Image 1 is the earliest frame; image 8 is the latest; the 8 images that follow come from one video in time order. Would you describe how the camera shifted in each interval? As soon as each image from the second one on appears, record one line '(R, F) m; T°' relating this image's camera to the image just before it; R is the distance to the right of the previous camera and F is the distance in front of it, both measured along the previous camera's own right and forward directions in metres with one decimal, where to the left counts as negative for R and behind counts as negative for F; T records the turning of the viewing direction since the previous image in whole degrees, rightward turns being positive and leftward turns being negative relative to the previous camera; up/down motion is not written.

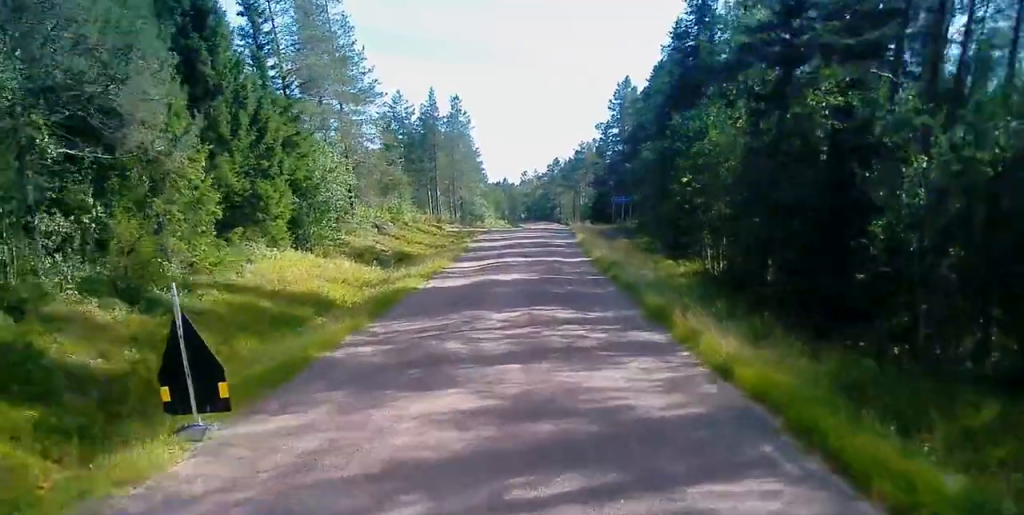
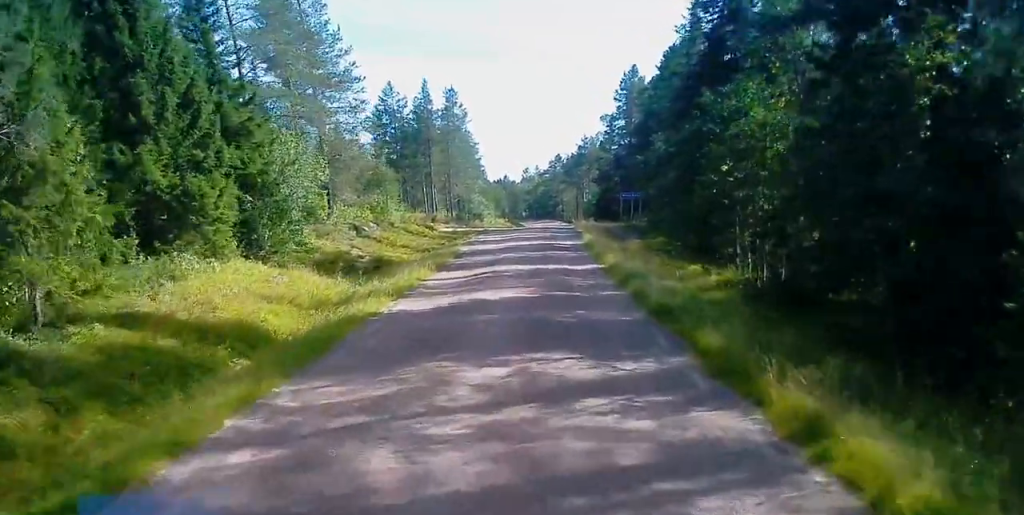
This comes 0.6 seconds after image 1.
(0.0, +6.1) m; 0°
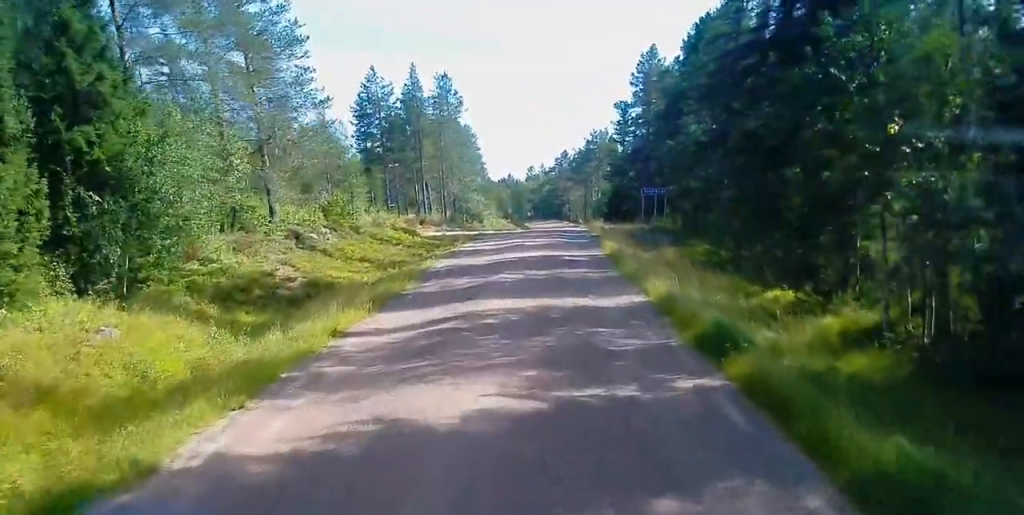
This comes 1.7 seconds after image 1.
(0.0, +11.0) m; 0°
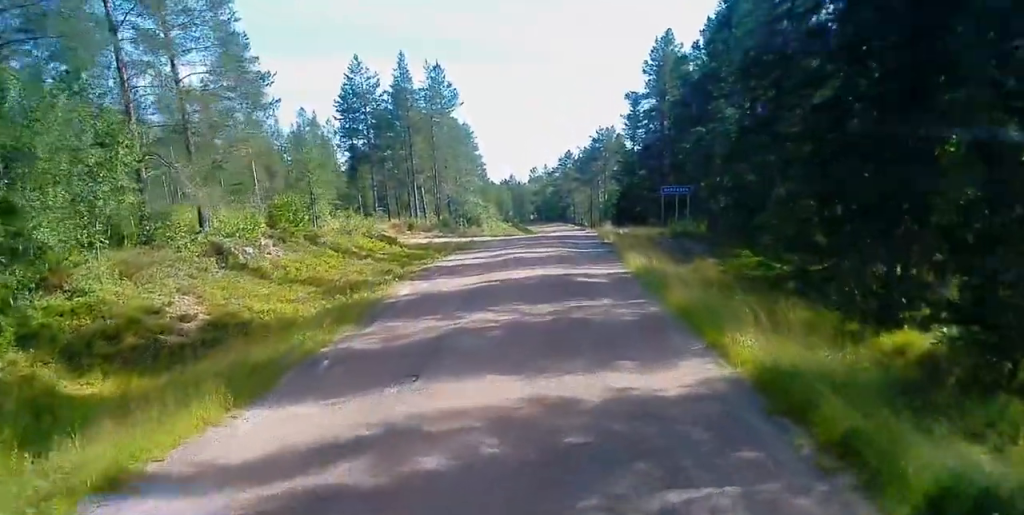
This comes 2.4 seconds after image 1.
(0.0, +8.1) m; 0°
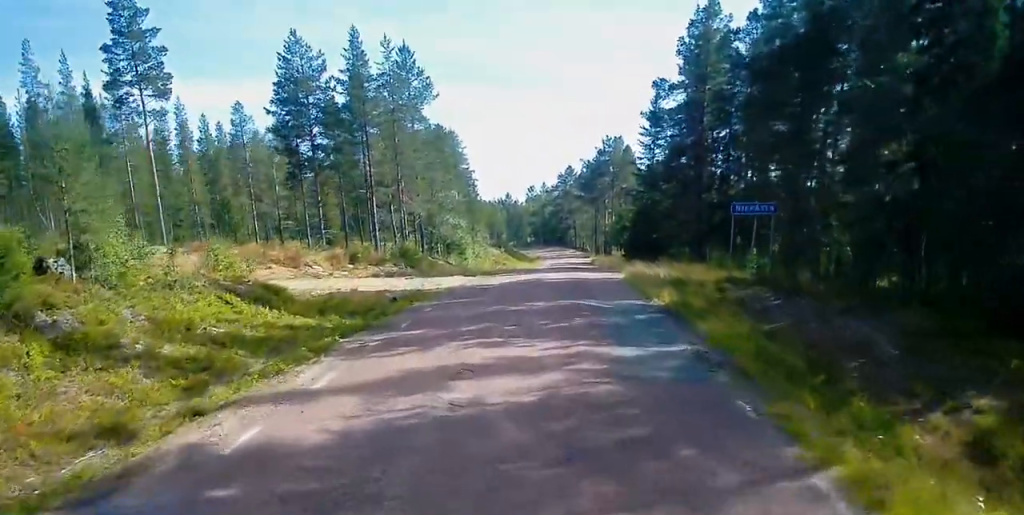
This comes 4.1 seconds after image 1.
(-0.1, +19.2) m; -1°
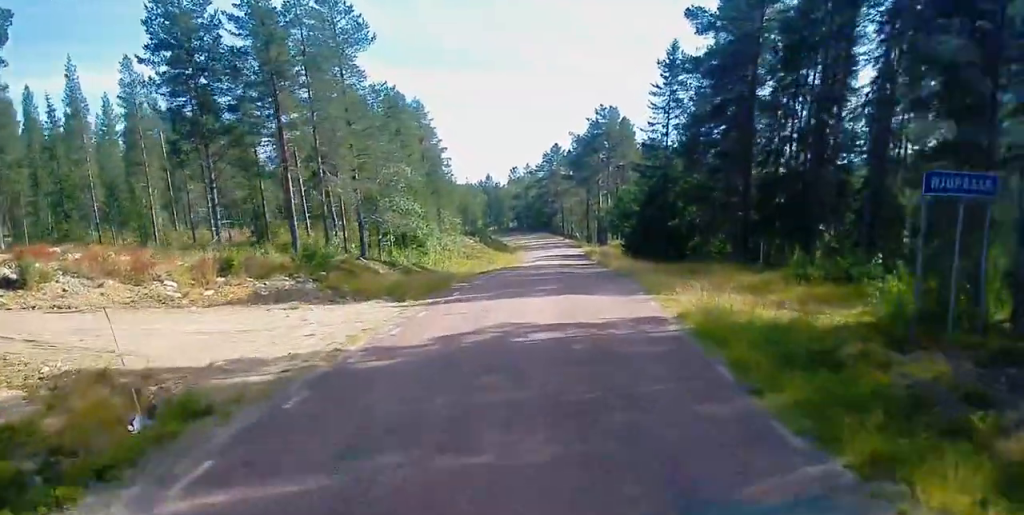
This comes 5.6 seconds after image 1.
(+0.5, +16.6) m; +4°
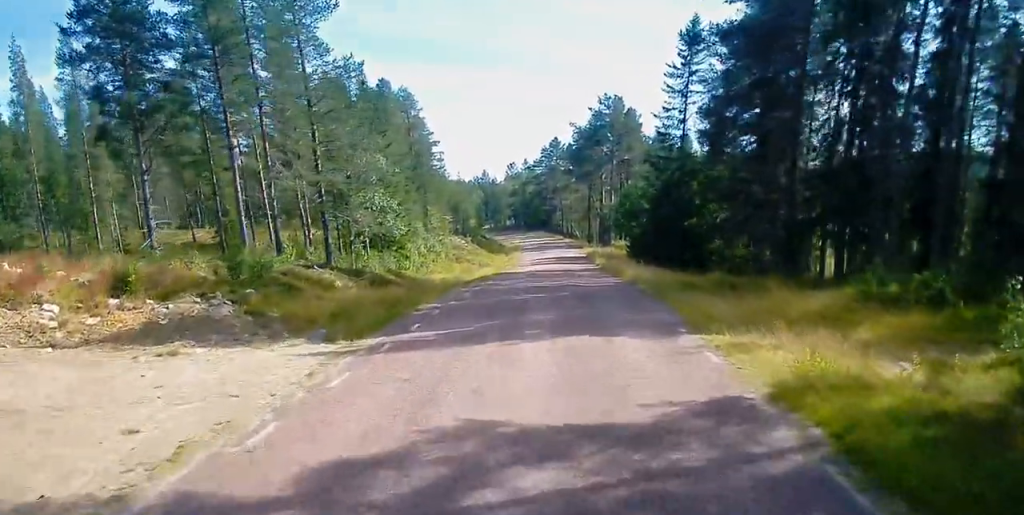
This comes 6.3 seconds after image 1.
(+0.1, +7.5) m; +1°
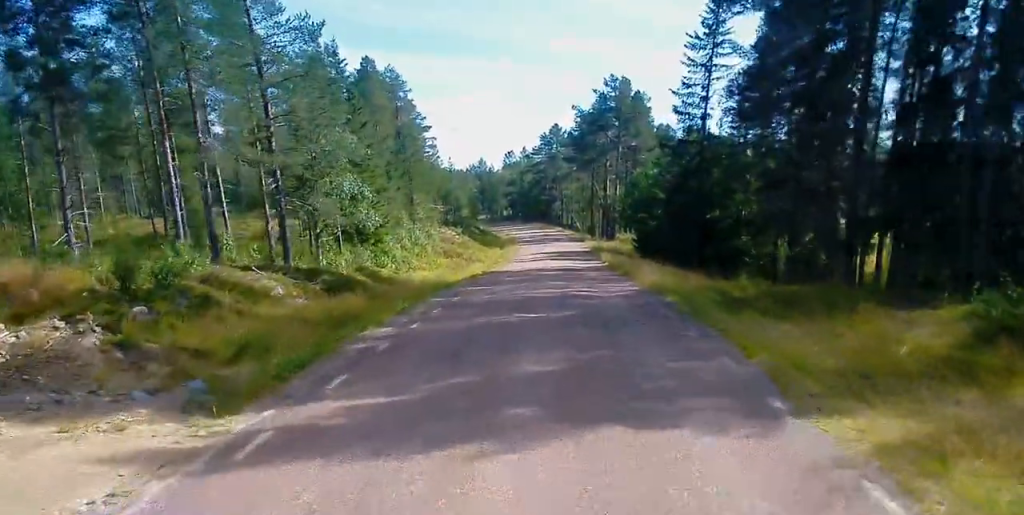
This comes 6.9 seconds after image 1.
(-0.2, +6.6) m; +1°
